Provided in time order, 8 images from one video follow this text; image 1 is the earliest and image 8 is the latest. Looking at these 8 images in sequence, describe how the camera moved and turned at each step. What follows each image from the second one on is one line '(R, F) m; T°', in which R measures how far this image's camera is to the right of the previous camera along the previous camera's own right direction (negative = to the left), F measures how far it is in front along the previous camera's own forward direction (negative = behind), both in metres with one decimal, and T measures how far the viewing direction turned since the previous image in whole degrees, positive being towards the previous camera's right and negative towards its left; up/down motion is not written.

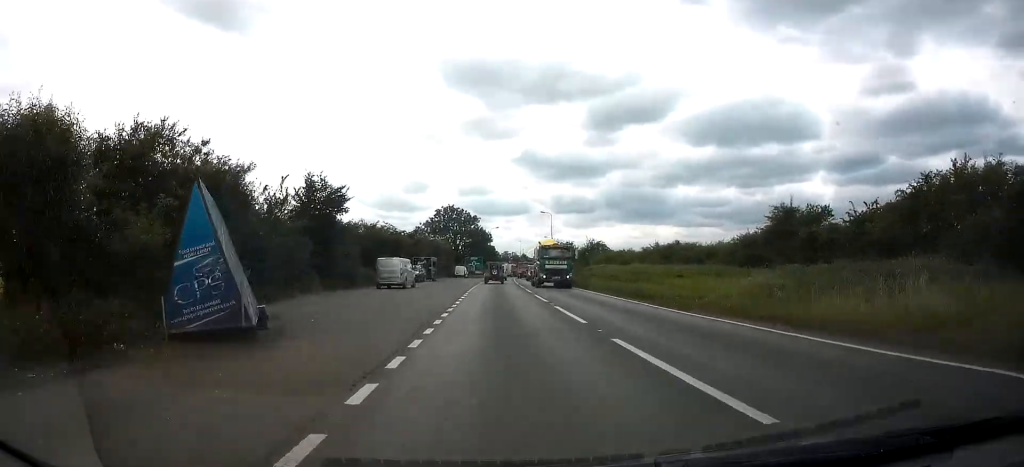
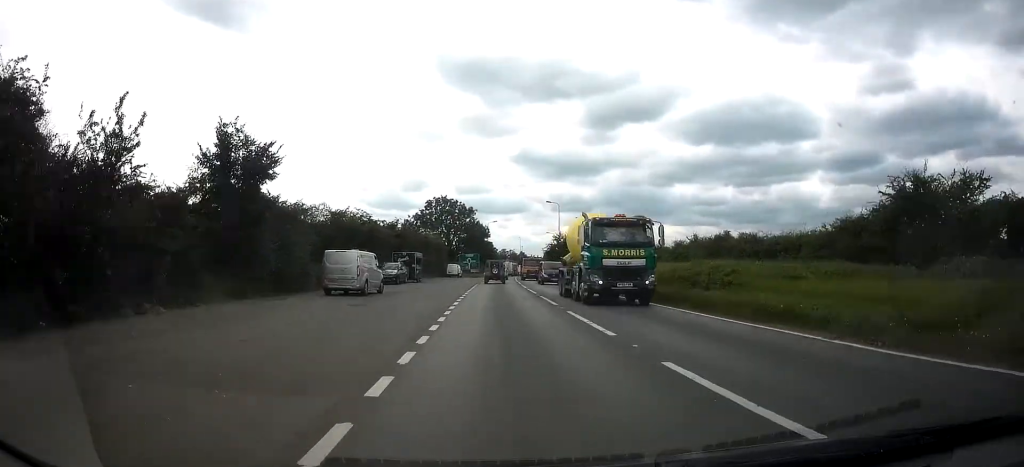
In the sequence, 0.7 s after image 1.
(-0.2, +11.7) m; 0°
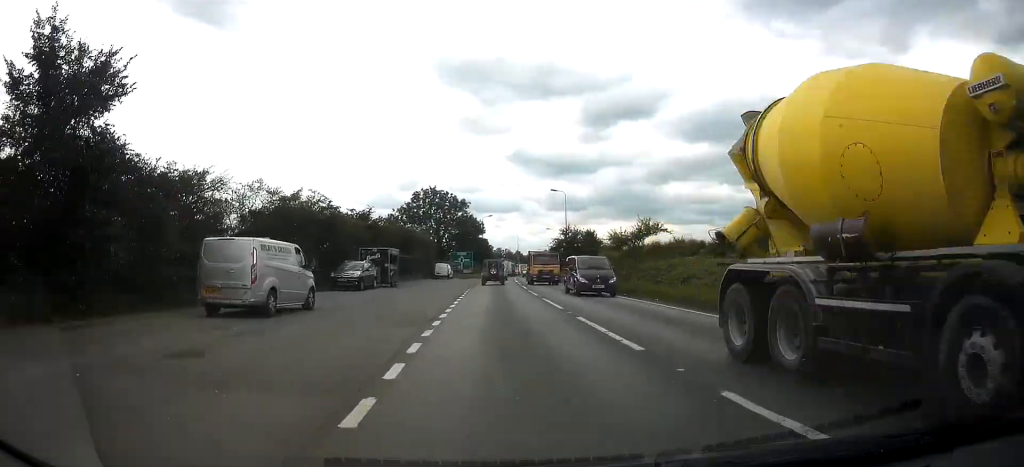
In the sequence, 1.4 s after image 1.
(+0.2, +11.0) m; +1°
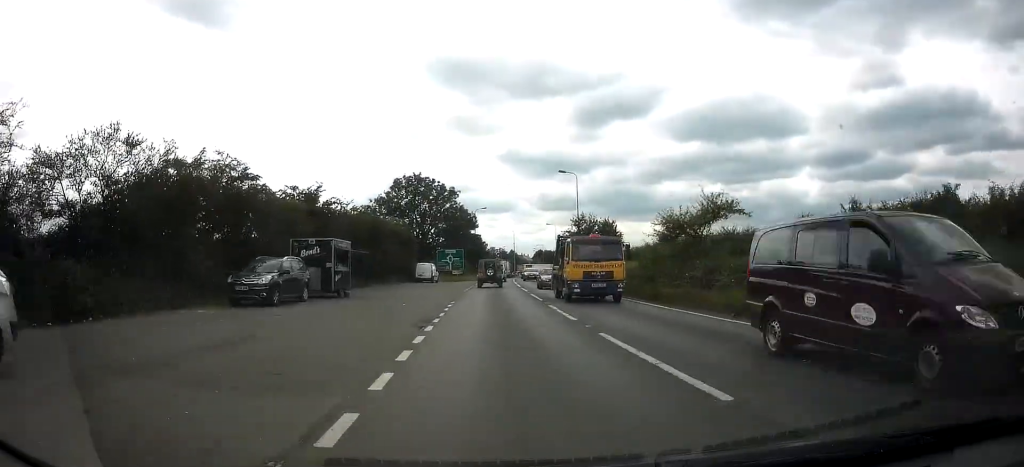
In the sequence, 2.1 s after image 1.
(+0.2, +12.4) m; +1°
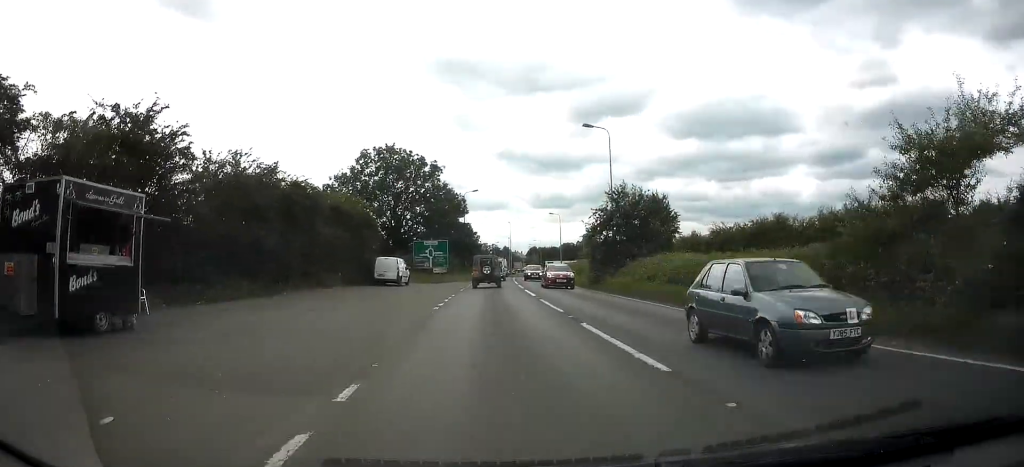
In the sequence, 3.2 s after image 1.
(-0.1, +16.5) m; 0°
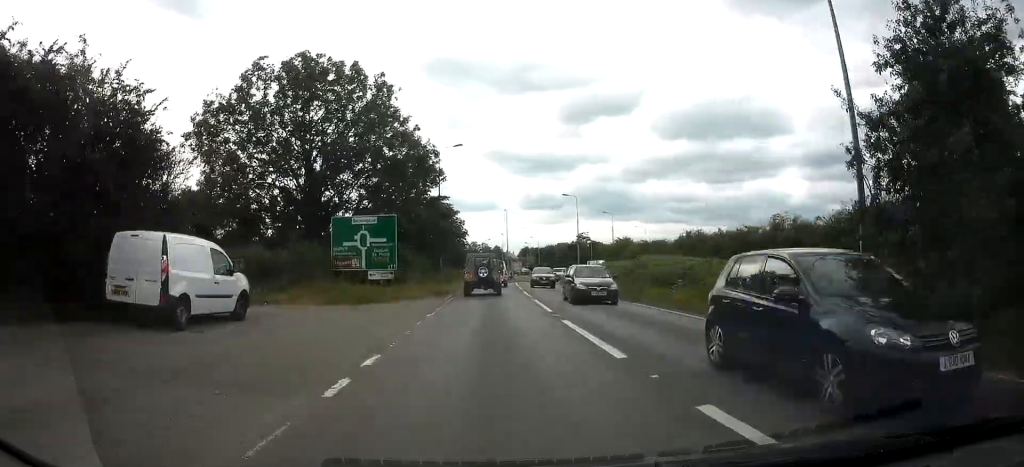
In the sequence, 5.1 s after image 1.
(-0.3, +26.2) m; 0°
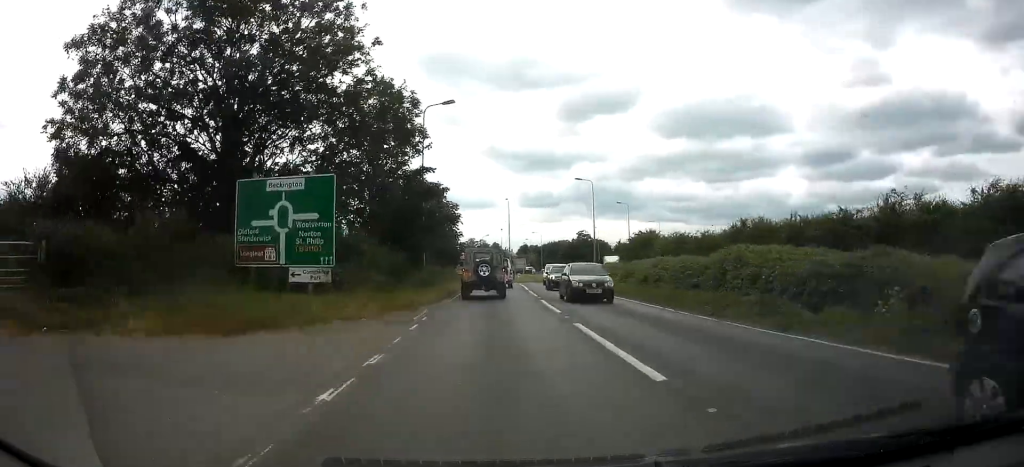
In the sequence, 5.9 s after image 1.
(+0.1, +10.6) m; +2°
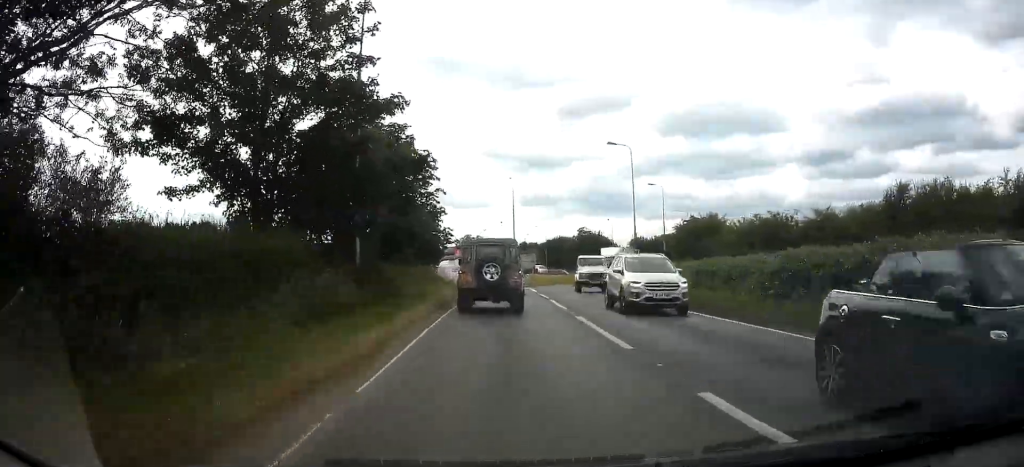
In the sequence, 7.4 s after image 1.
(-0.1, +15.5) m; -1°
